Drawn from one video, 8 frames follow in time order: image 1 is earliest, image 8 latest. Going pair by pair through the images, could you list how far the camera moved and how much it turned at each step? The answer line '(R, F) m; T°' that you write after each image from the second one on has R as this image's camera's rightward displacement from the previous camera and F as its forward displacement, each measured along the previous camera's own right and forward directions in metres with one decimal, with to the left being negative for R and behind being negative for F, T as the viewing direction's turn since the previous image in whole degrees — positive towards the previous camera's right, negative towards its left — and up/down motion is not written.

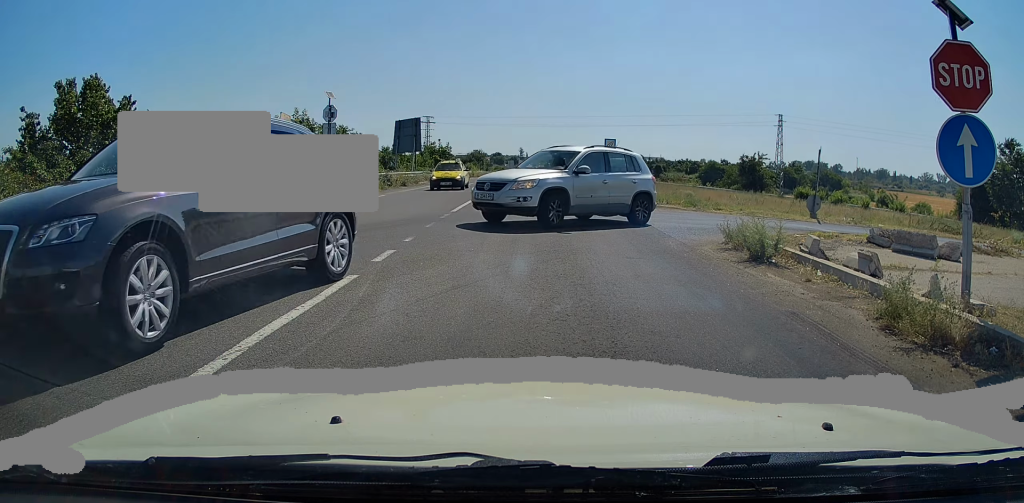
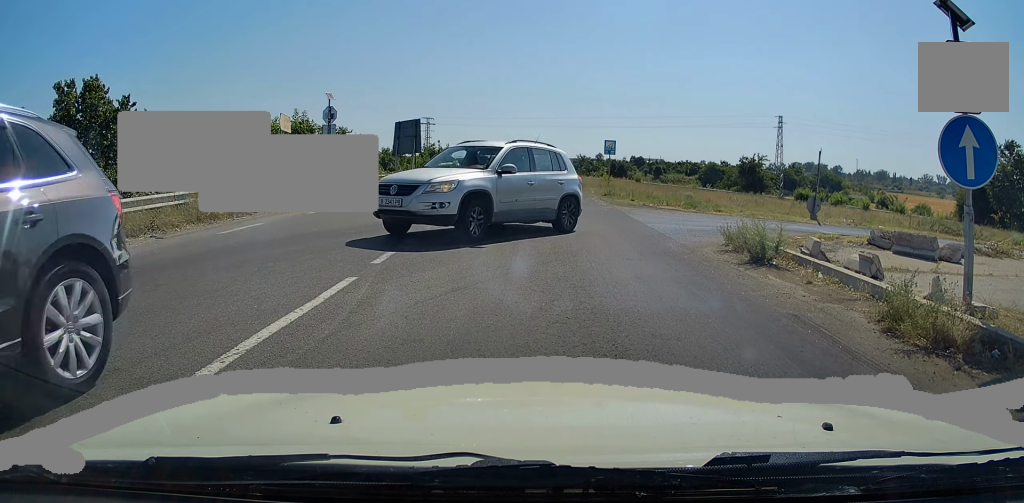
(0.0, 0.0) m; 0°
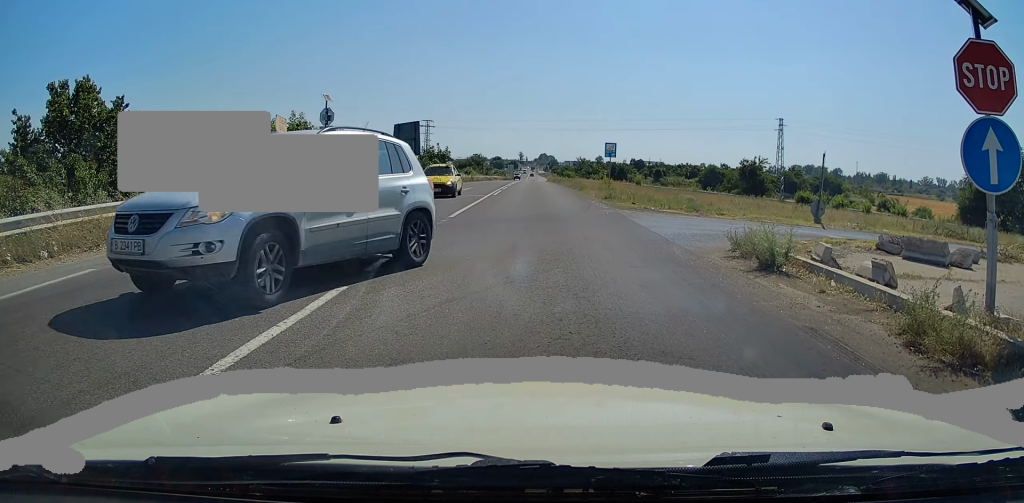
(0.0, +0.2) m; 0°
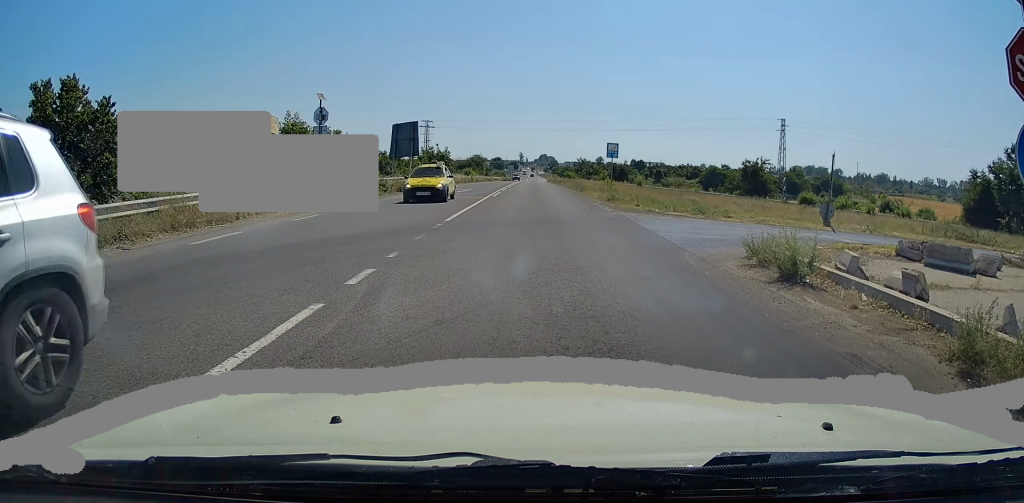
(+0.1, +0.6) m; -1°
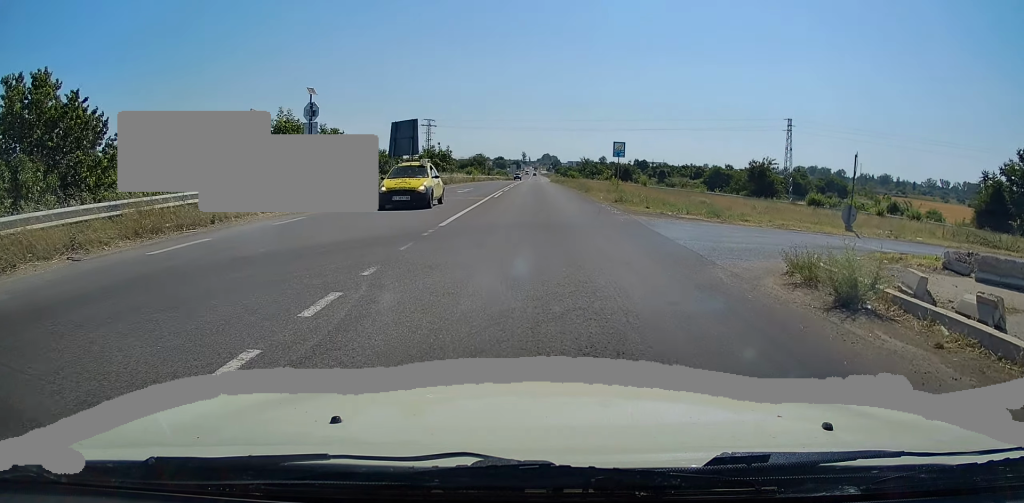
(0.0, +1.2) m; -1°
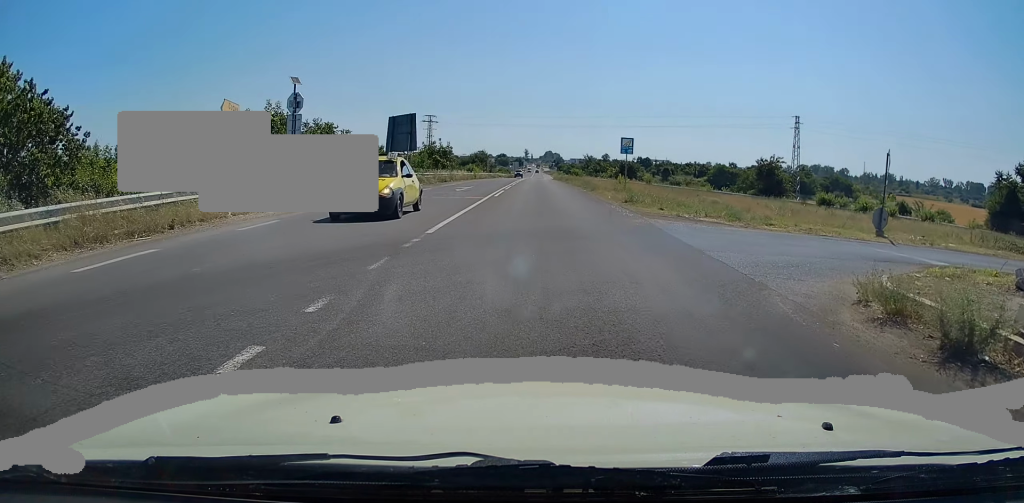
(-0.1, +1.7) m; 0°
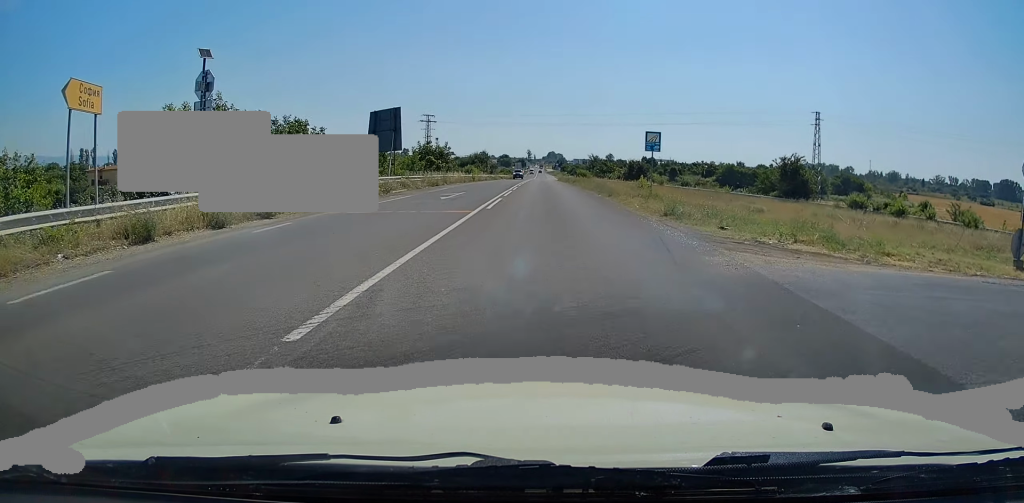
(+0.1, +5.8) m; -1°
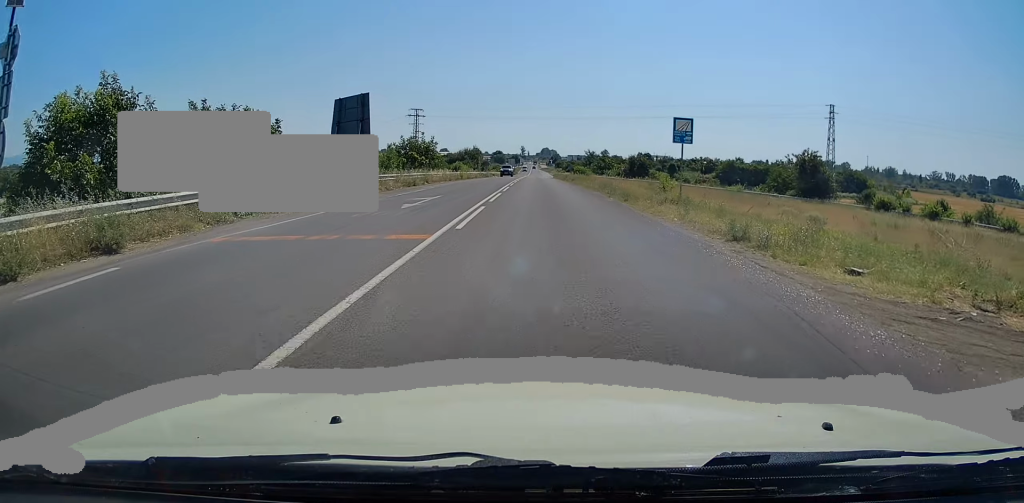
(-0.1, +6.8) m; +3°
